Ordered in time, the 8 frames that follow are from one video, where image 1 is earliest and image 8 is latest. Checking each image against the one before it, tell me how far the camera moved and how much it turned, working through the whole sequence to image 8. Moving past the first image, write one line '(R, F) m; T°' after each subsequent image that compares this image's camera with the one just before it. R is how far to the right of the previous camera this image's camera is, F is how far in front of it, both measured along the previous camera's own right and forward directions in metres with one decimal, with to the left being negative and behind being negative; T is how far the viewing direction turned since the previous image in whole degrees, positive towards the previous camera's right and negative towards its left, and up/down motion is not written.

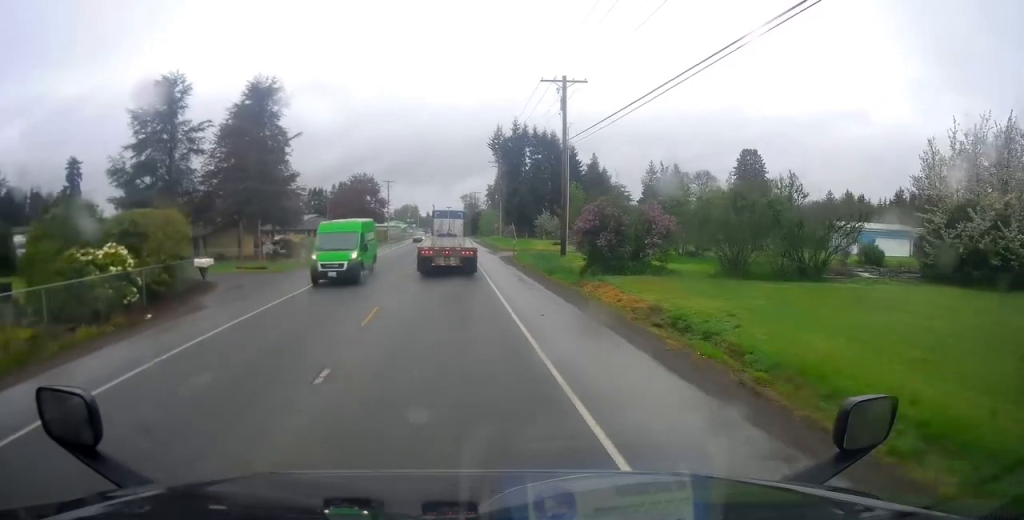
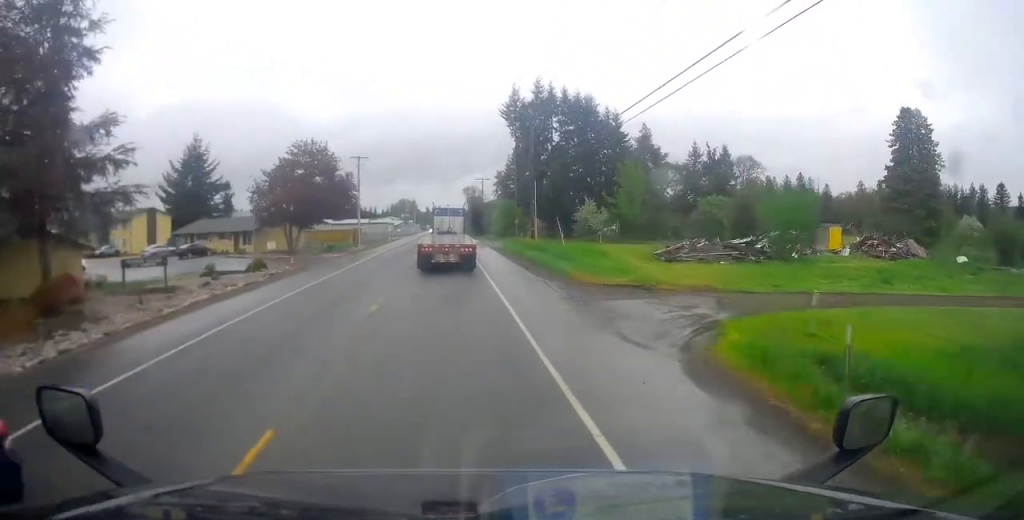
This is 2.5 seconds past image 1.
(-0.1, +34.5) m; 0°
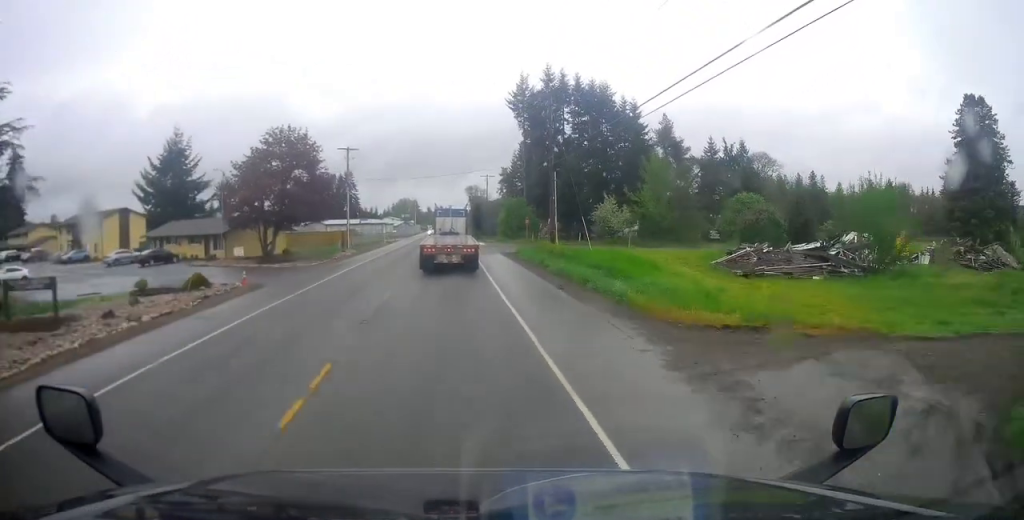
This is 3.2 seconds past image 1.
(+0.3, +8.8) m; +1°
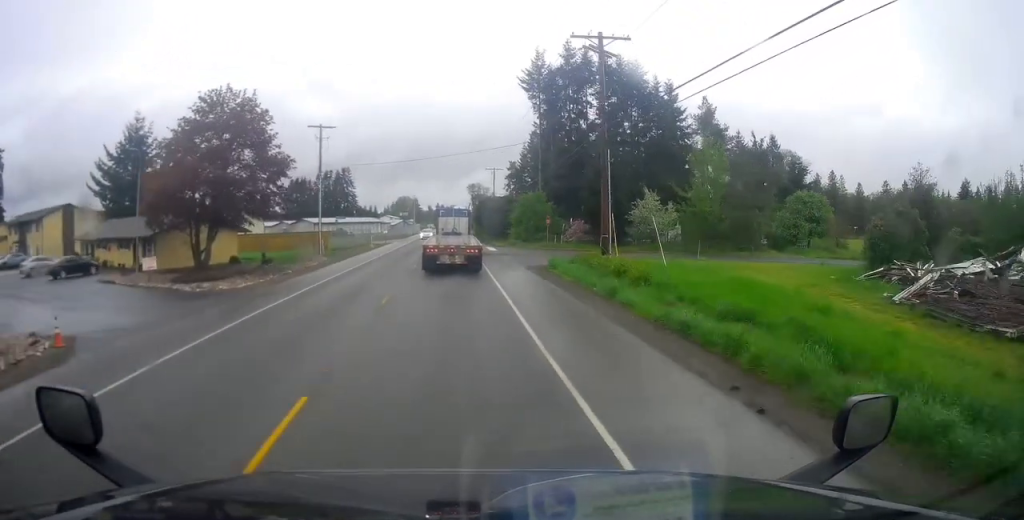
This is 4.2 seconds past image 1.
(+0.1, +13.9) m; -1°
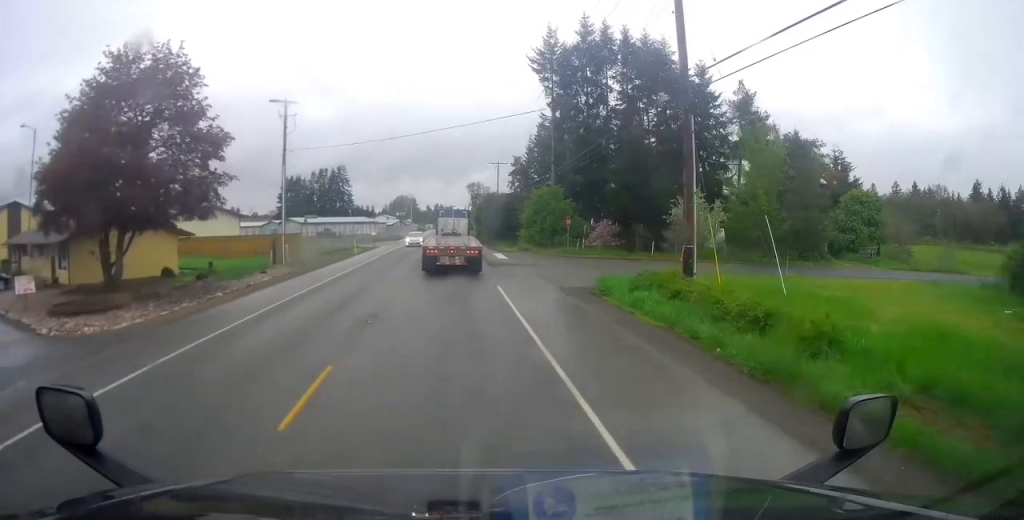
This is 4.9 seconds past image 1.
(-0.2, +10.2) m; -2°
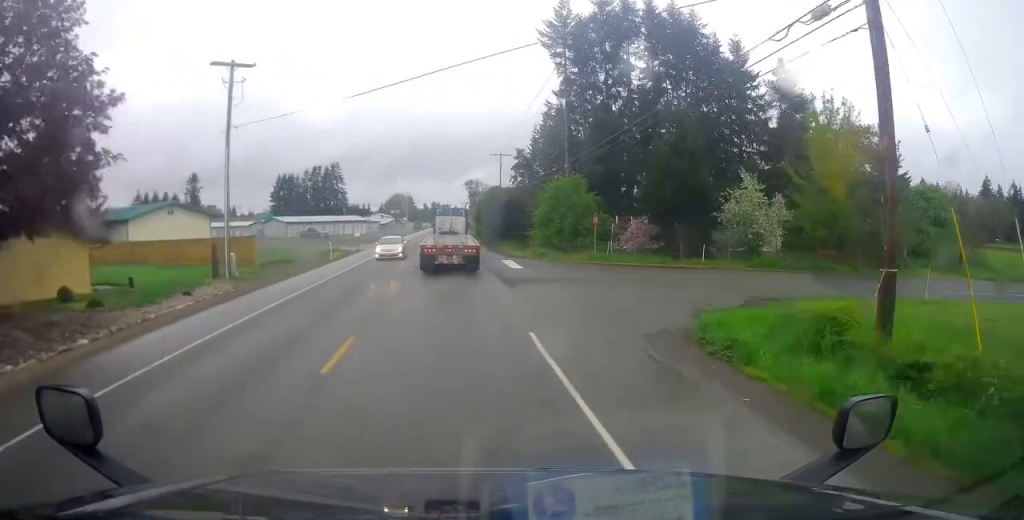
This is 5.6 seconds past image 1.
(-0.2, +9.3) m; -1°
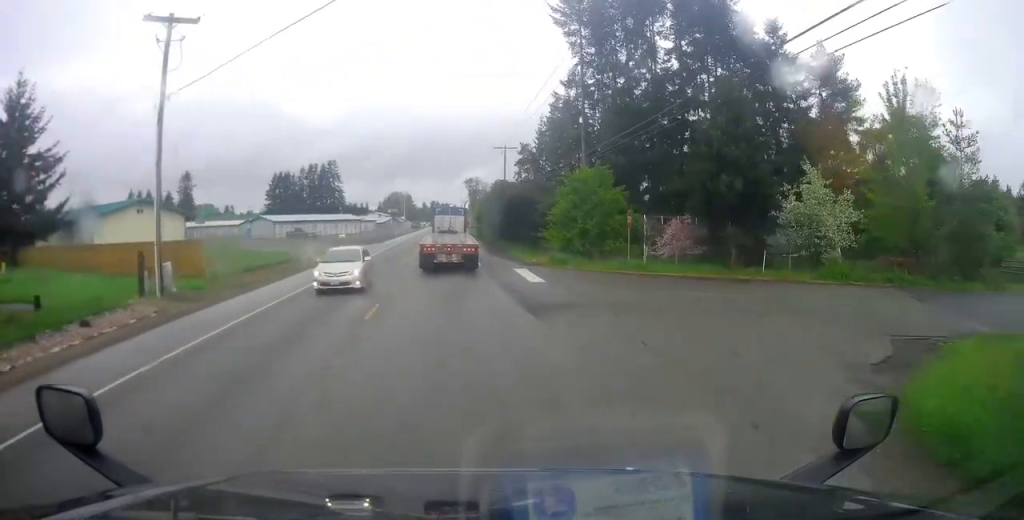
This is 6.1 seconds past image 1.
(0.0, +7.0) m; +1°
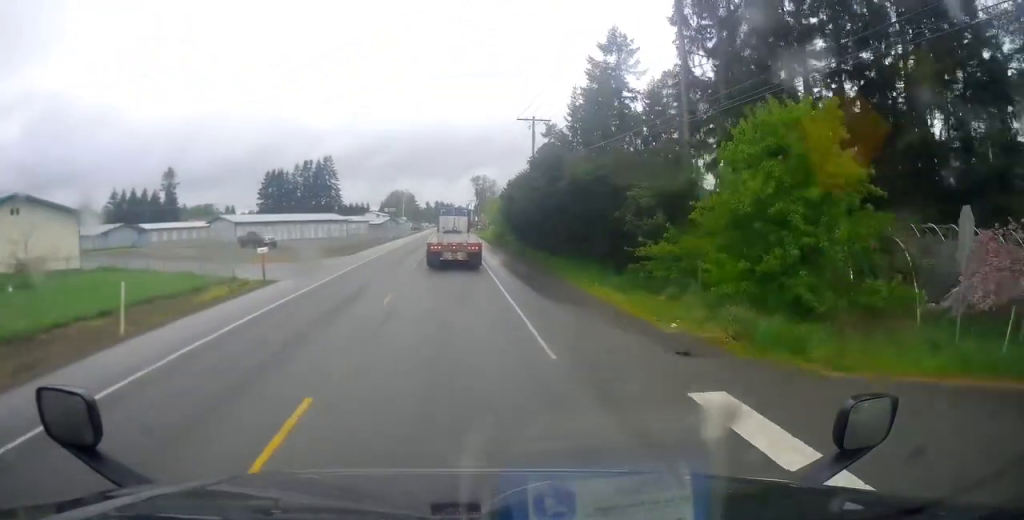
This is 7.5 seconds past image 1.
(+0.8, +20.8) m; +1°
